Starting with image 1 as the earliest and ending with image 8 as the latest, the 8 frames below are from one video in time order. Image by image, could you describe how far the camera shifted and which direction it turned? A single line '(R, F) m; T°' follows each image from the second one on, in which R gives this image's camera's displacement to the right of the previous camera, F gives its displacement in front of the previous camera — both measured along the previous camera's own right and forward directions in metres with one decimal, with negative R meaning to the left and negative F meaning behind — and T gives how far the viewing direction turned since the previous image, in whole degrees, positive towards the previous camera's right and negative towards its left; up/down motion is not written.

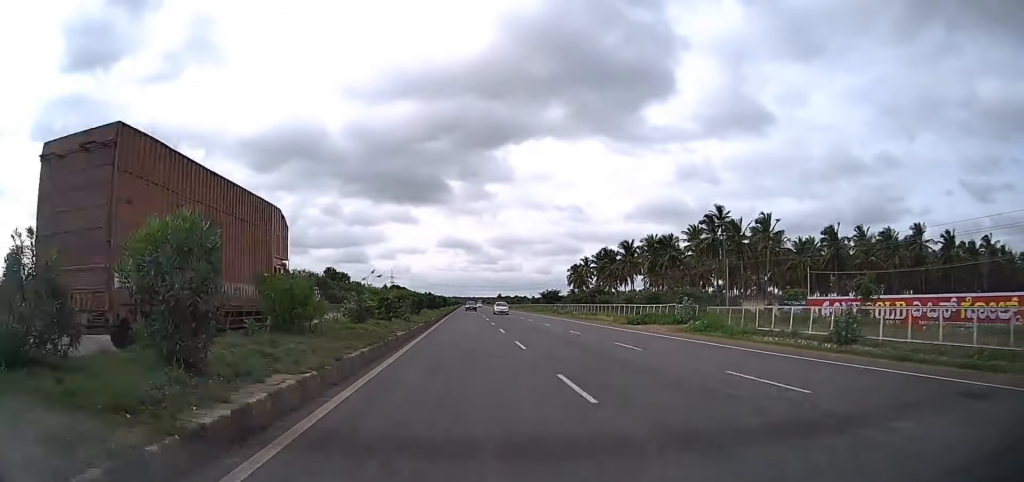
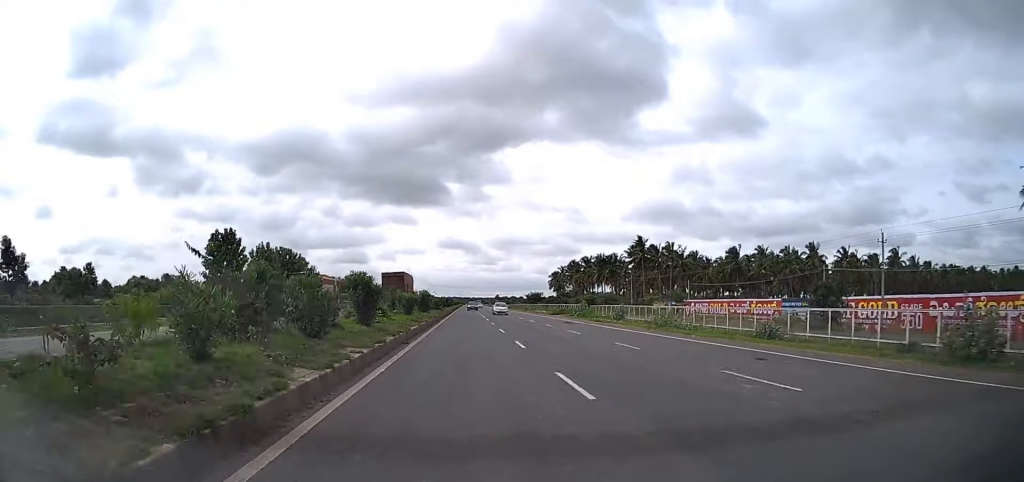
(-0.1, +35.5) m; 0°
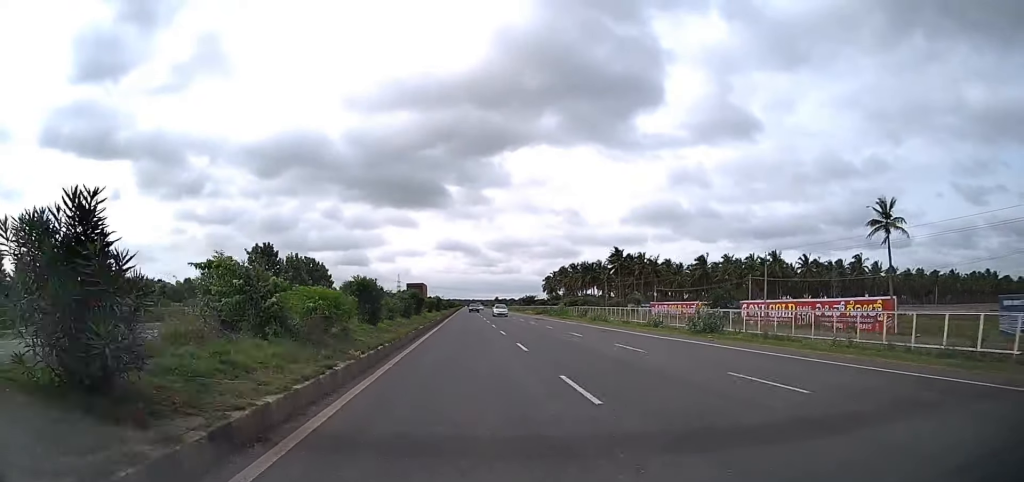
(+0.1, +17.9) m; 0°
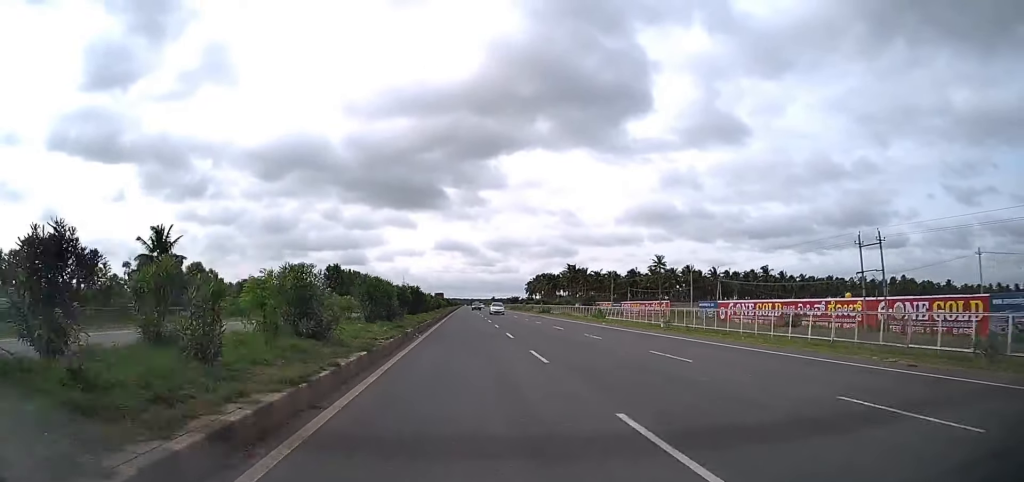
(-1.0, +57.2) m; -2°
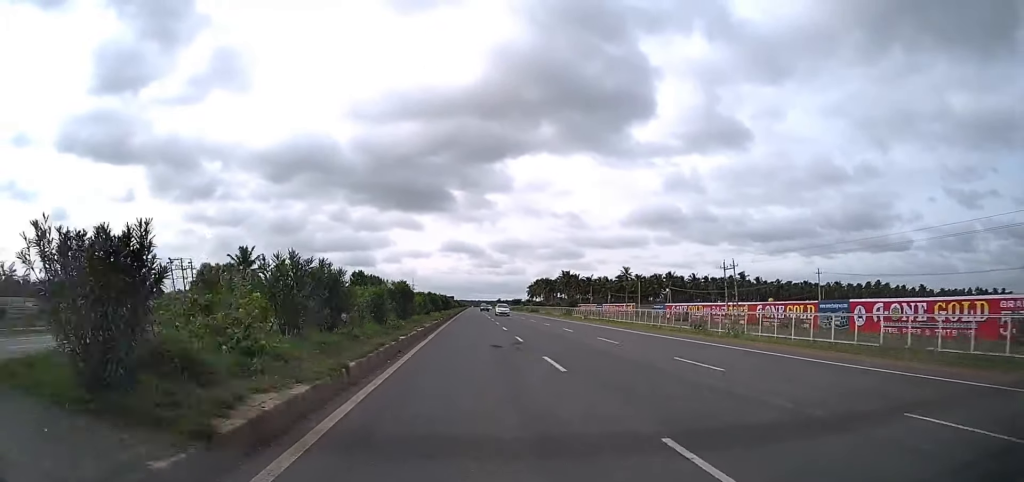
(0.0, +25.4) m; 0°
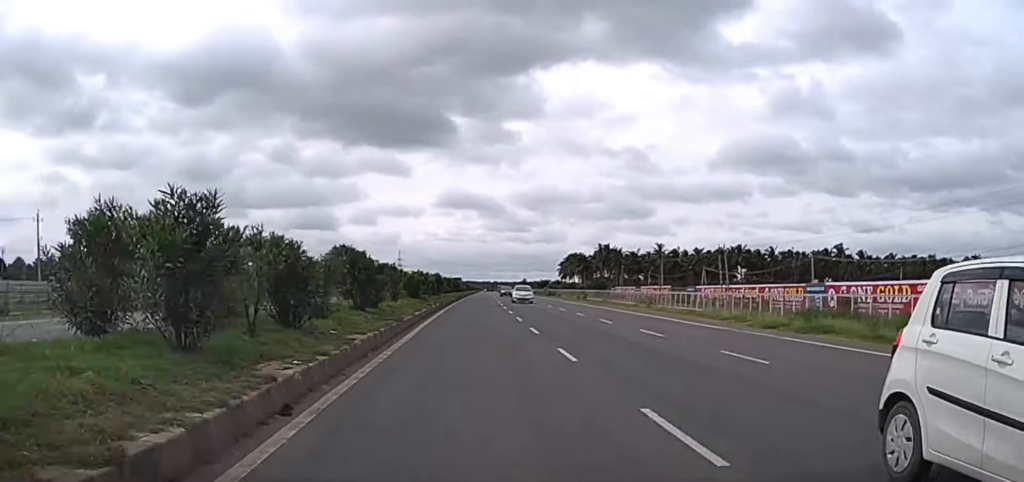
(0.0, +38.9) m; 0°
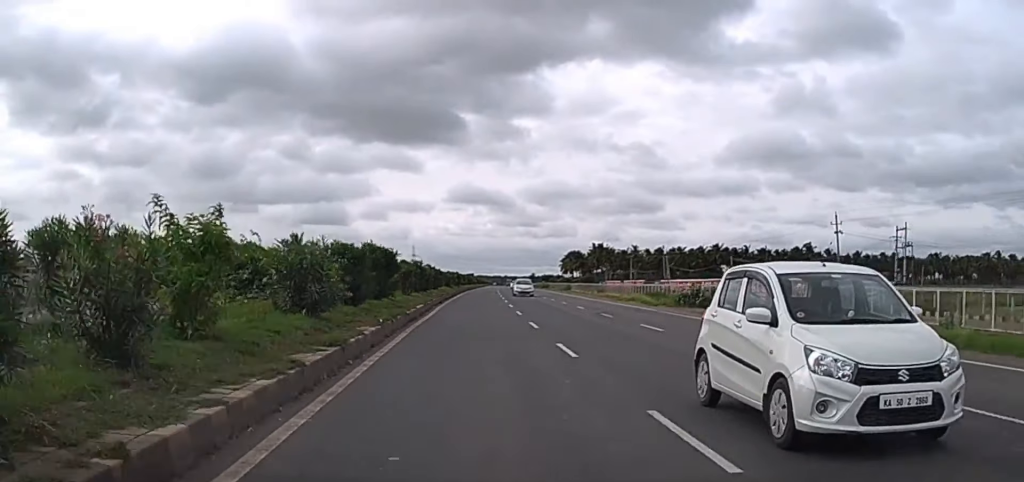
(0.0, +36.1) m; 0°
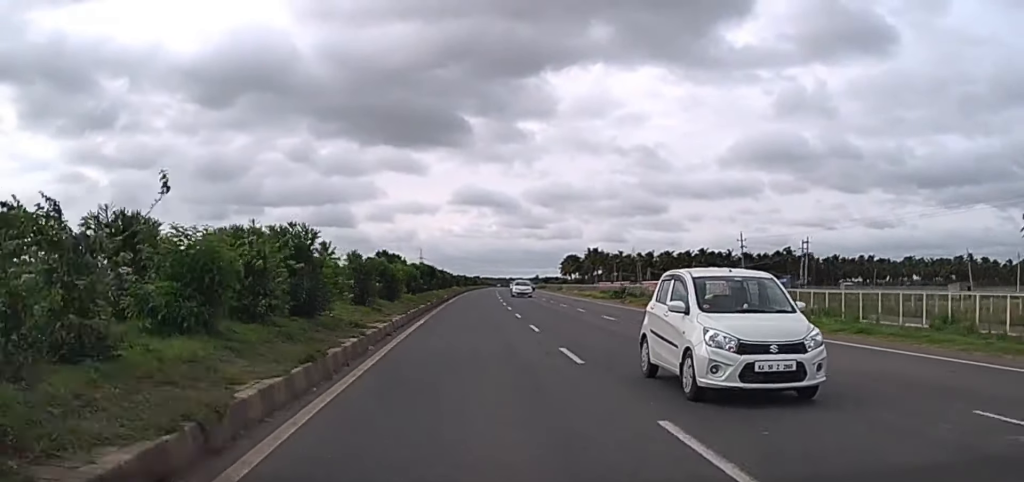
(0.0, +26.1) m; 0°
